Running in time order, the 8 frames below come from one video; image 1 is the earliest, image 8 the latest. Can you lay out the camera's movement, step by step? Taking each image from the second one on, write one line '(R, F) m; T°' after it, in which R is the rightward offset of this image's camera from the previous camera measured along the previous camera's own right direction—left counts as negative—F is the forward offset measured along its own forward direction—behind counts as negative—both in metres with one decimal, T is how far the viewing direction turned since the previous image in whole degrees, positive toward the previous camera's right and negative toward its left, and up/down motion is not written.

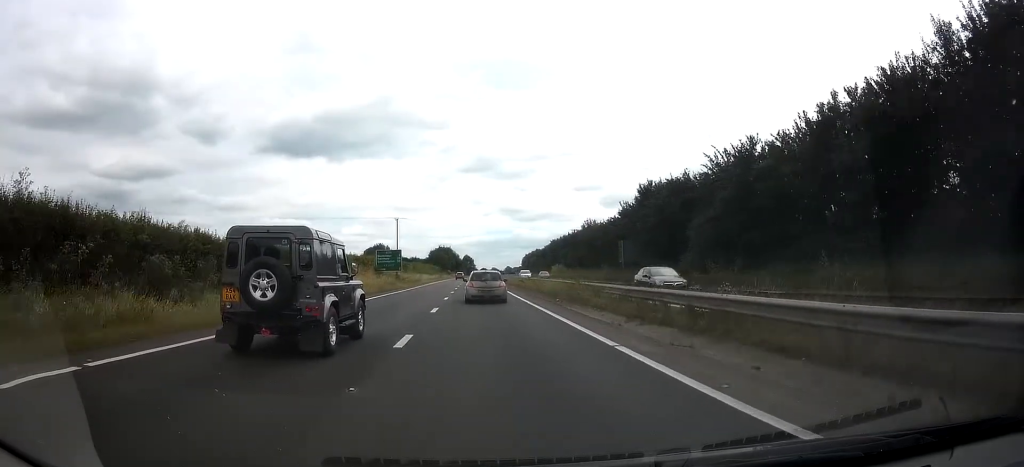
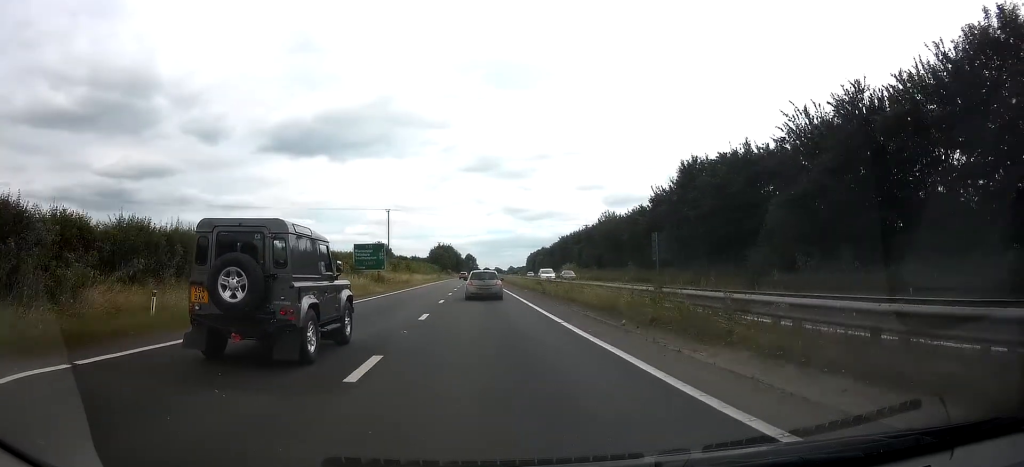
(-0.1, +11.9) m; 0°
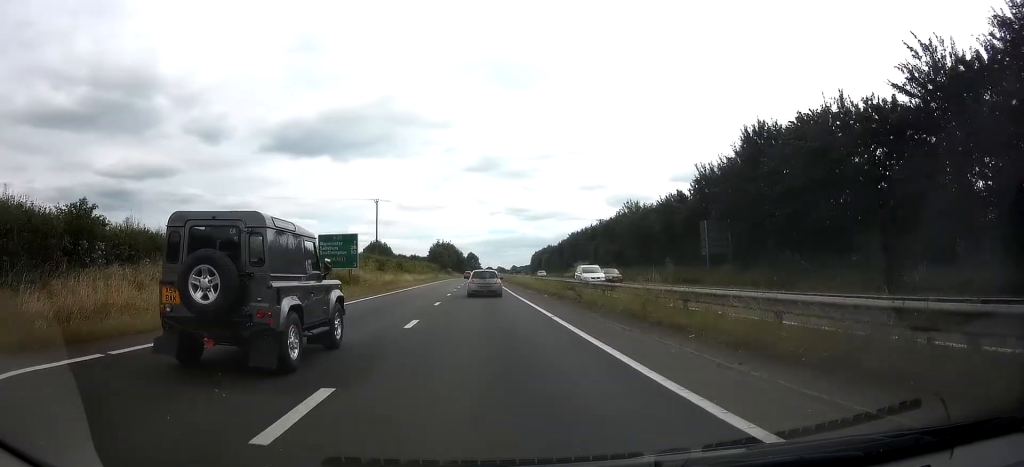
(+0.2, +11.7) m; 0°
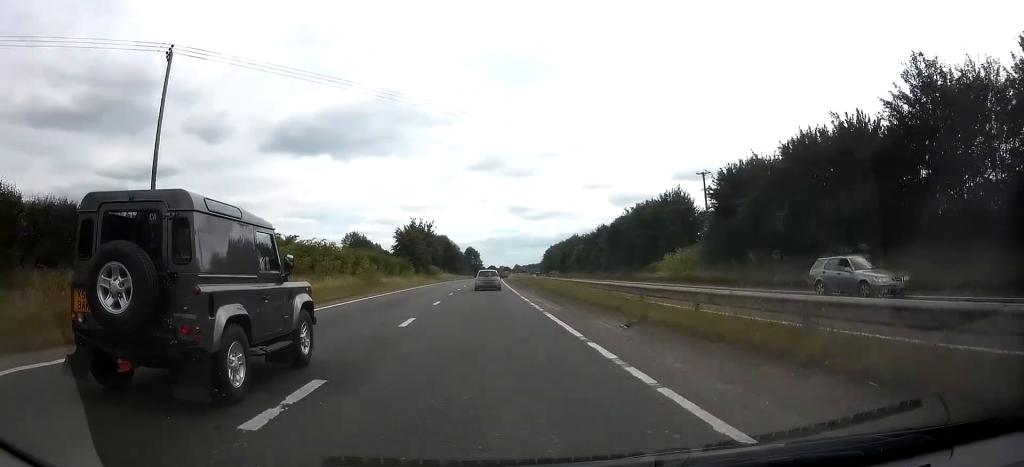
(-0.6, +53.5) m; -1°
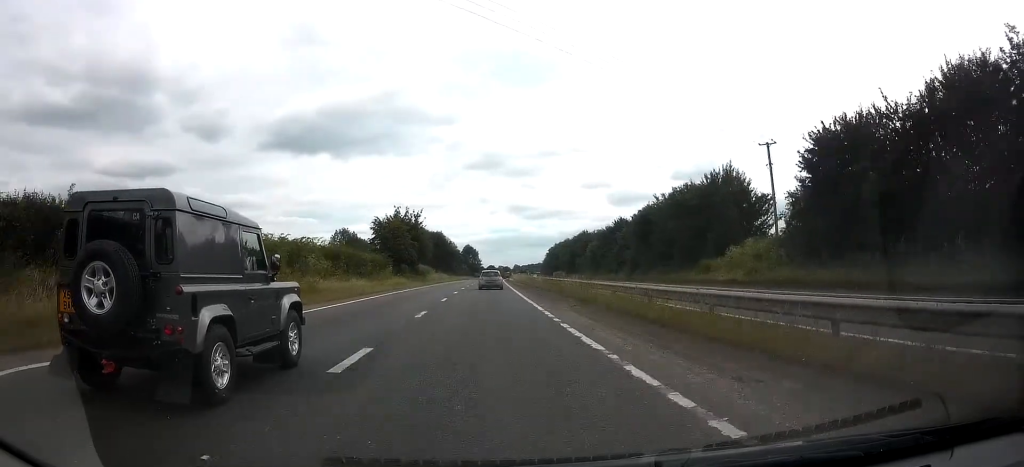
(+0.1, +15.3) m; +1°
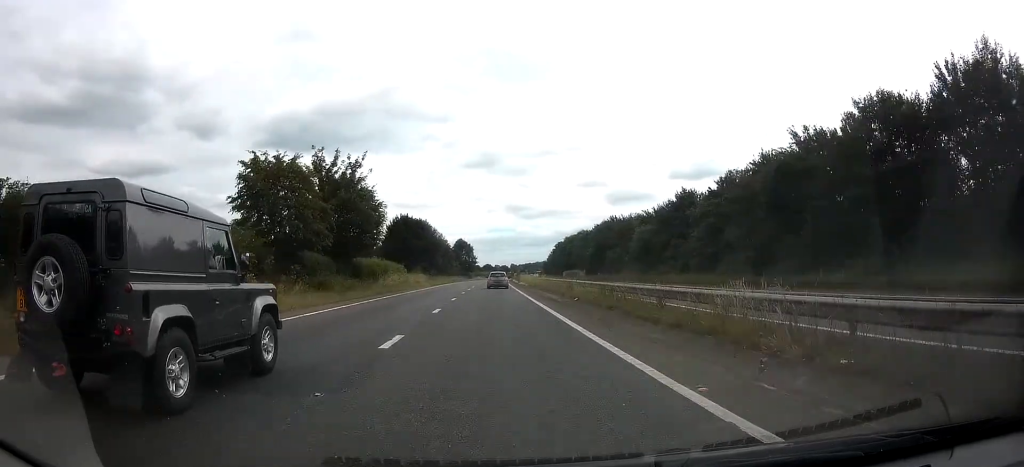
(+0.3, +33.6) m; +1°
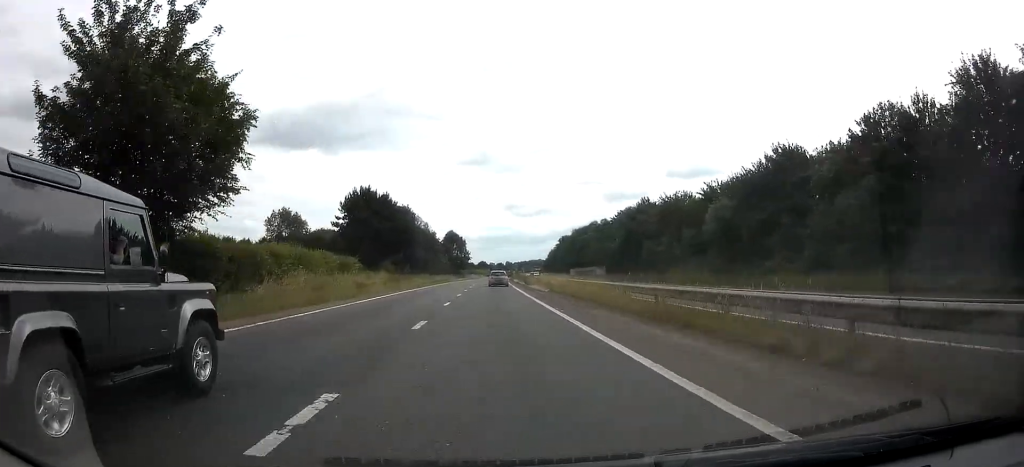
(0.0, +23.5) m; 0°
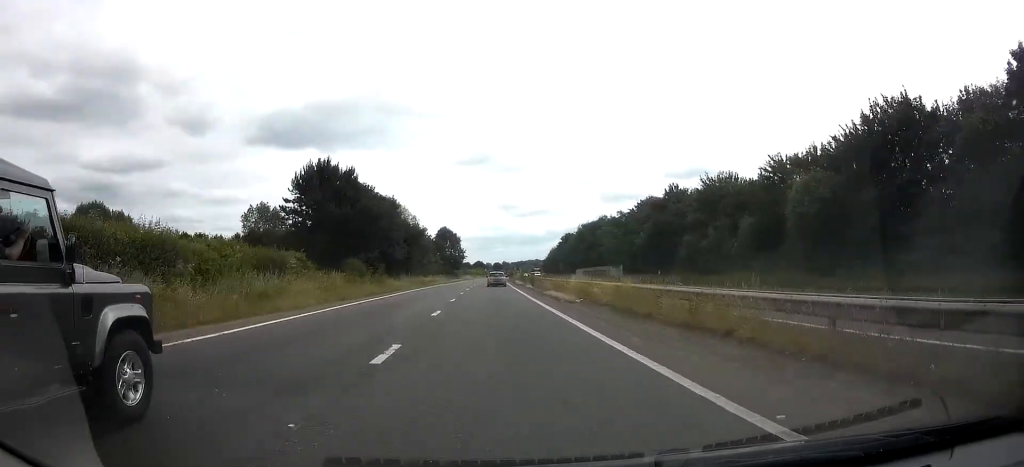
(+0.1, +13.8) m; +1°
